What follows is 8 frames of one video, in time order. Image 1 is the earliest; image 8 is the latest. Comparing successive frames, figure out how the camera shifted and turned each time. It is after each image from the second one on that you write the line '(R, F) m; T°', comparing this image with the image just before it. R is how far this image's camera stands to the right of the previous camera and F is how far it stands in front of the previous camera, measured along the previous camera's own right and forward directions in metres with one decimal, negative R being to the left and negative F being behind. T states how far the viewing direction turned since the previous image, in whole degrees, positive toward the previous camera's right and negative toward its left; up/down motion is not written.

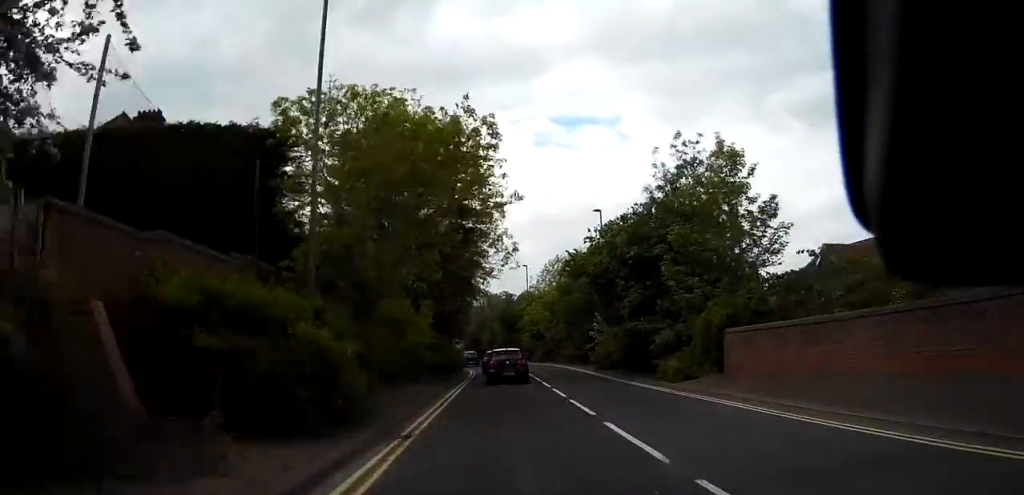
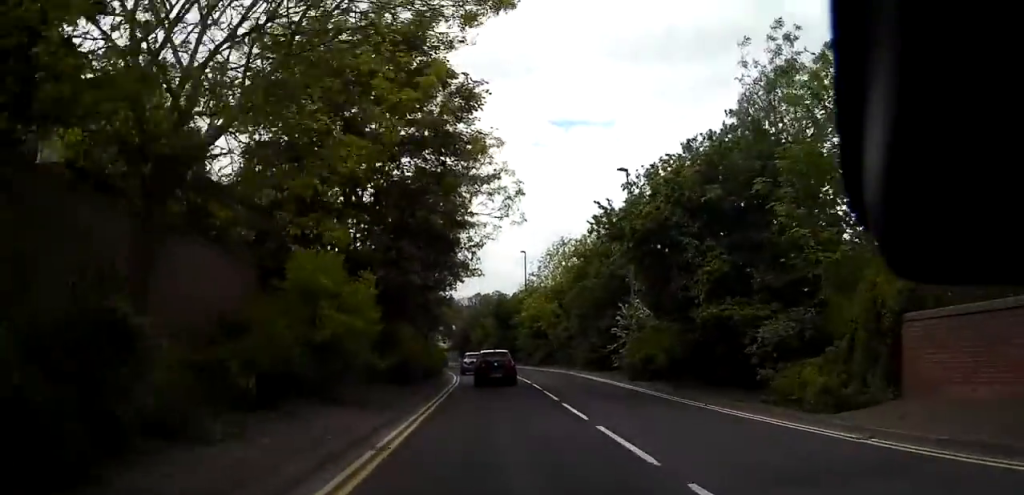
(+0.5, +12.5) m; +2°
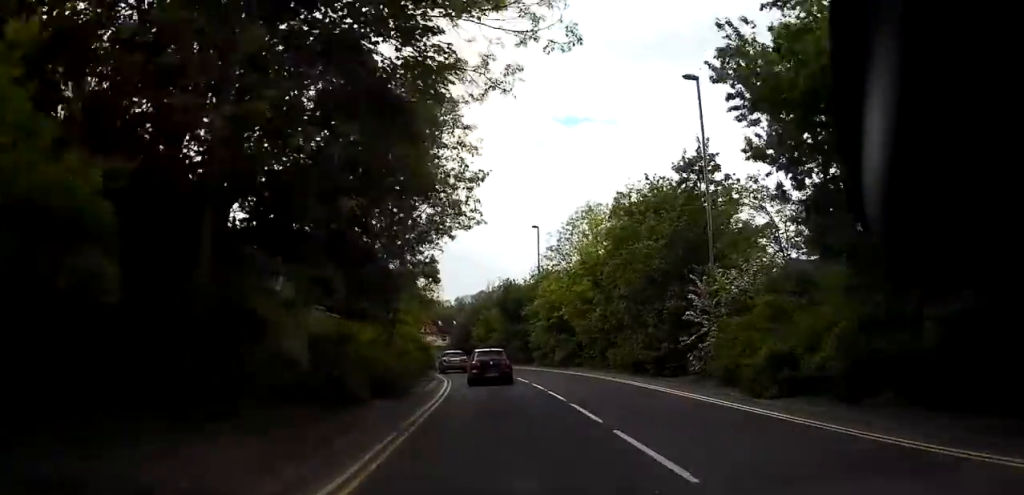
(-0.1, +14.1) m; -3°
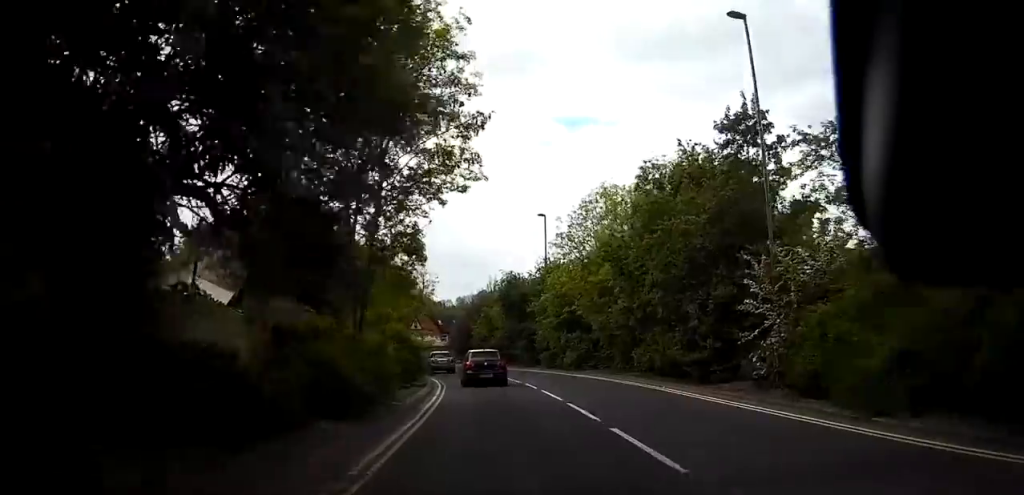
(0.0, +5.7) m; -2°
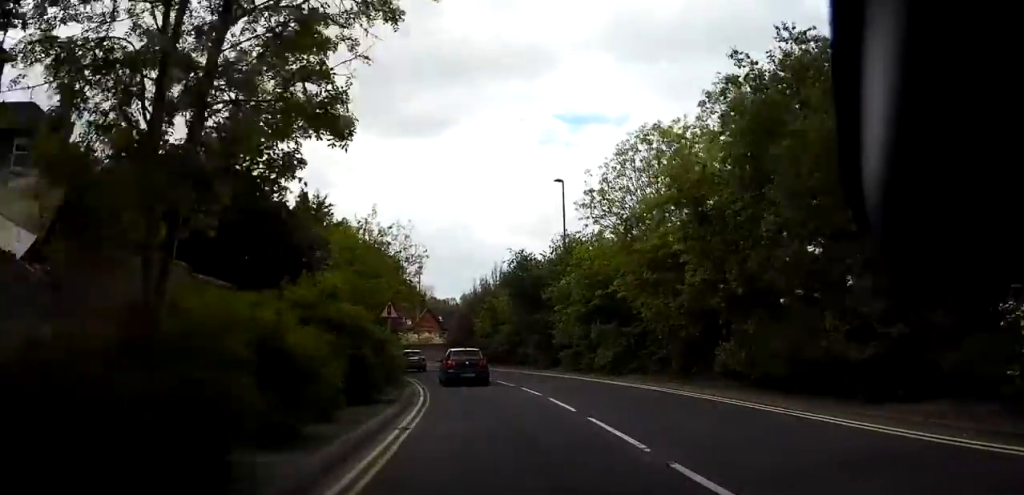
(-0.4, +10.5) m; -3°
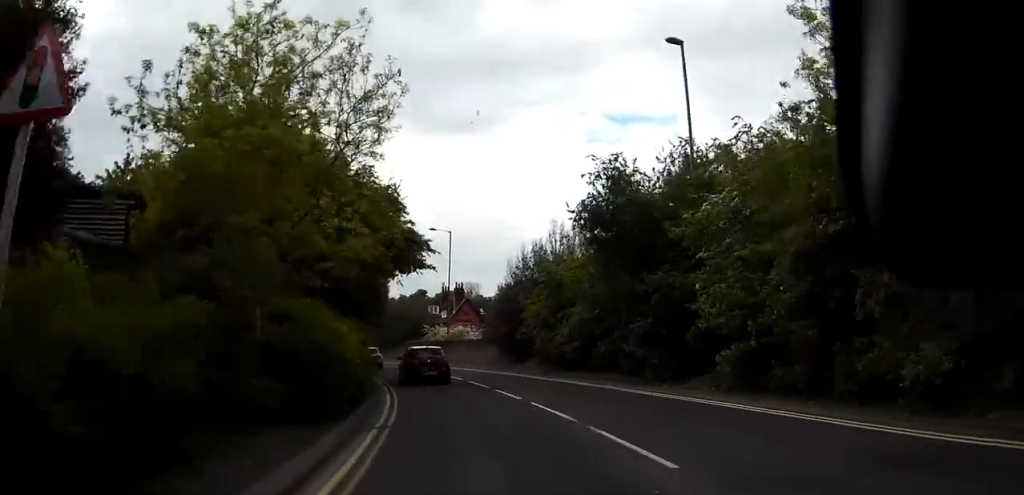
(-0.8, +20.3) m; -4°
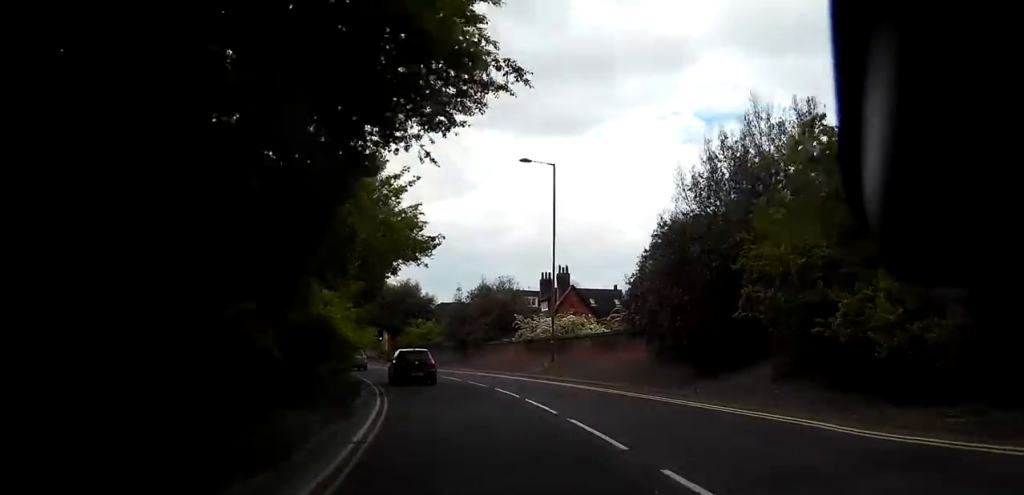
(-0.9, +22.5) m; -6°
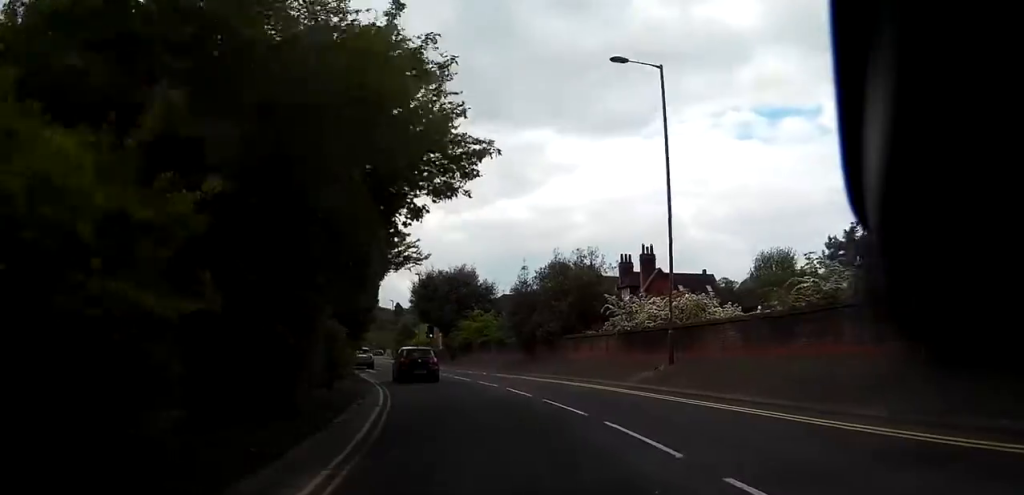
(-0.5, +12.4) m; -5°
